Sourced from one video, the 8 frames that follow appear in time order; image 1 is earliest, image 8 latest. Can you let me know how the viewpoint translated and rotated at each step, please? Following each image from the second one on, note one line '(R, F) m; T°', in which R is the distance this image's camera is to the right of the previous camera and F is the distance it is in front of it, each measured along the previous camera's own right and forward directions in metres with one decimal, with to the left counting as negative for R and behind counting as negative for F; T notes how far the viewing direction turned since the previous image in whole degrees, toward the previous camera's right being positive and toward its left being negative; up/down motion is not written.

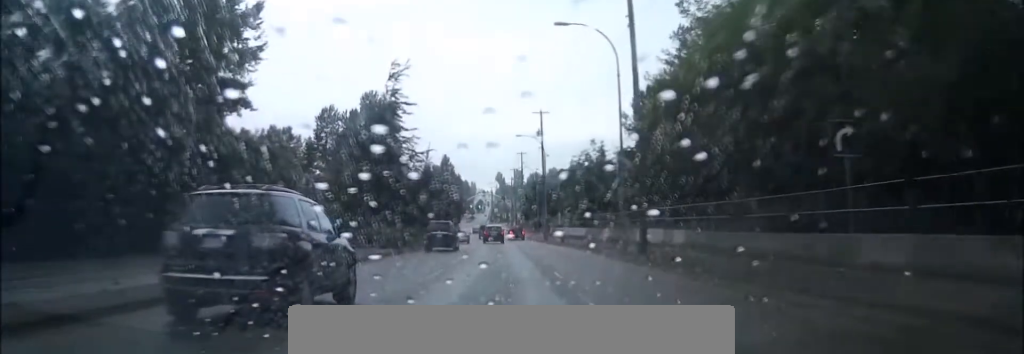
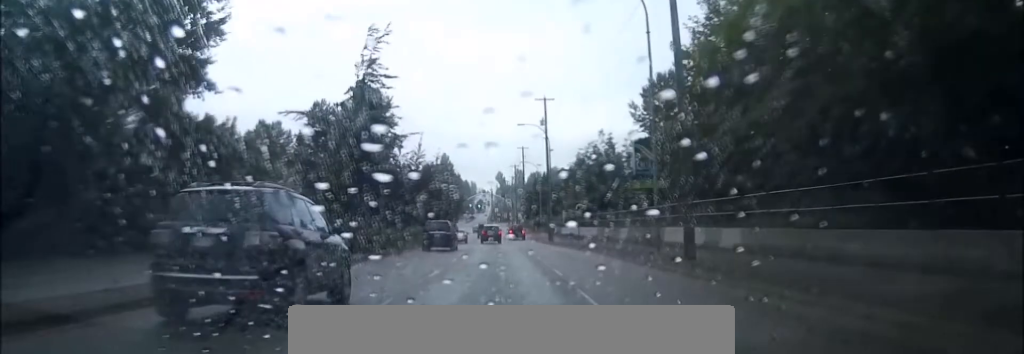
(0.0, +8.1) m; 0°
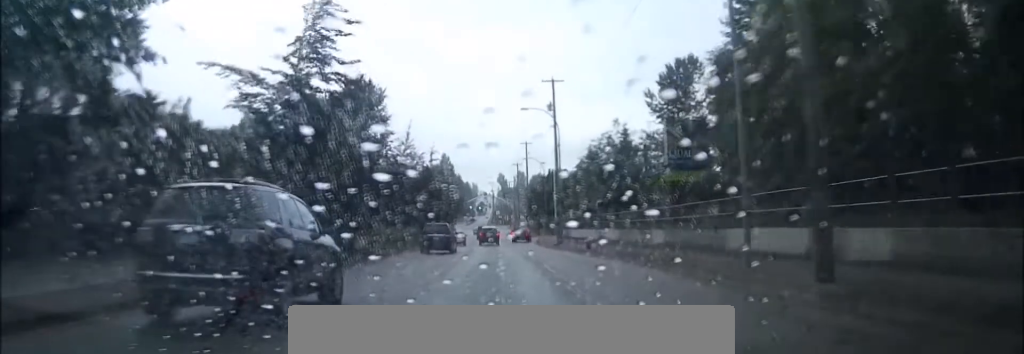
(0.0, +10.6) m; 0°
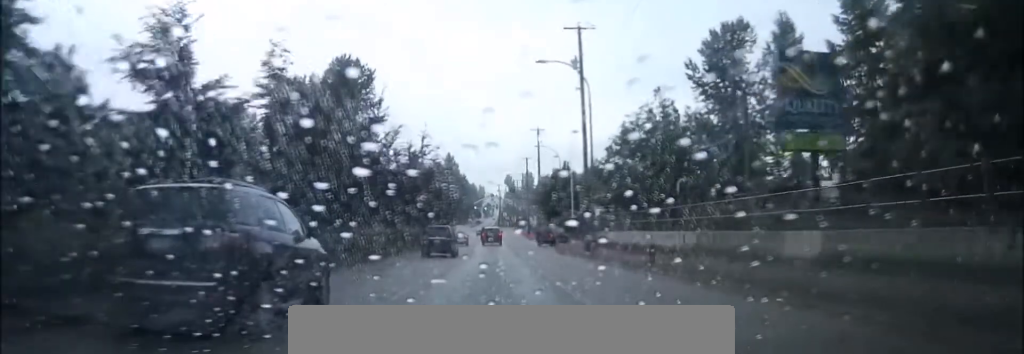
(-0.1, +18.2) m; 0°
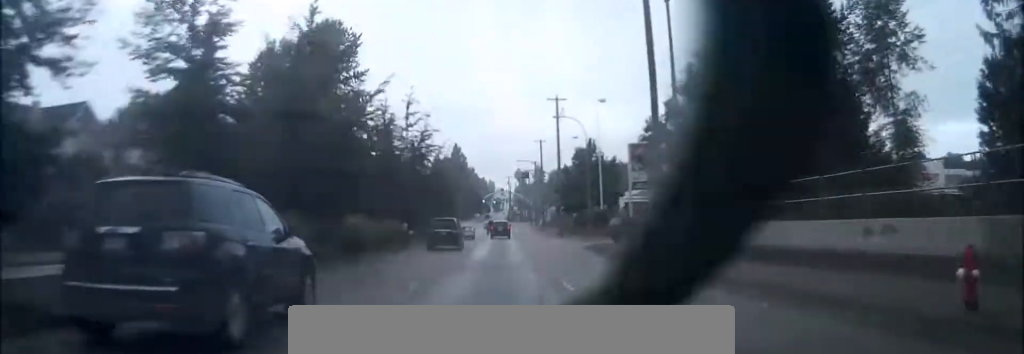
(-0.1, +19.6) m; -1°
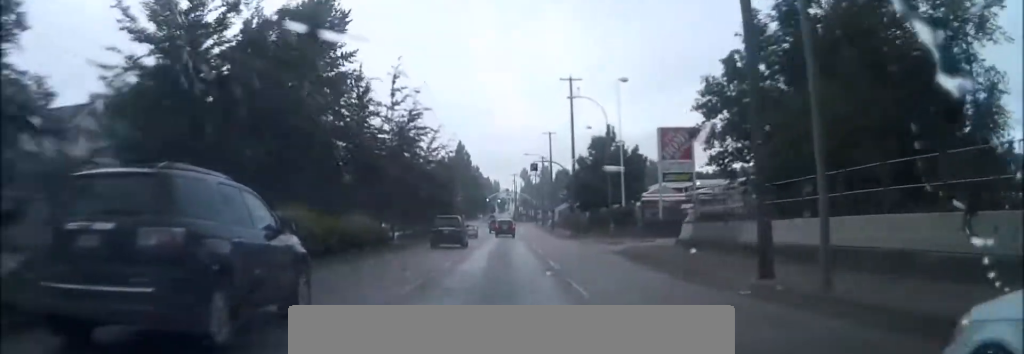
(-0.1, +10.8) m; 0°
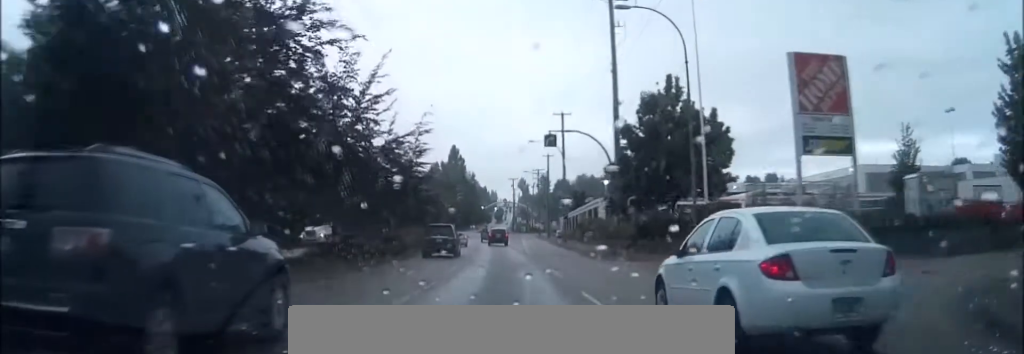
(+0.1, +27.0) m; +1°
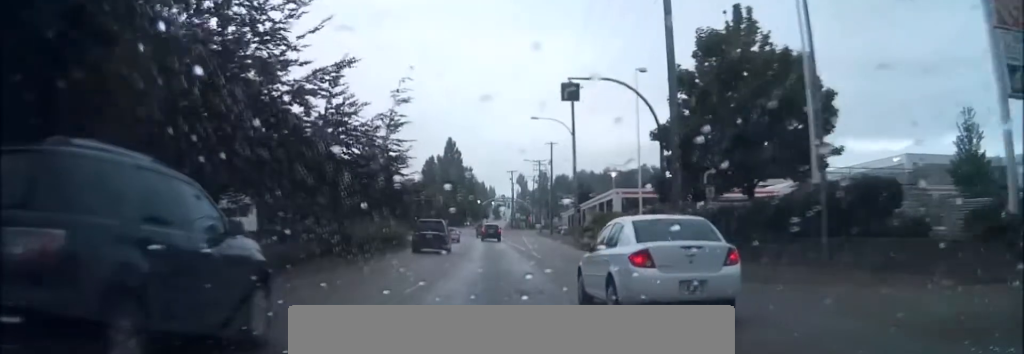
(0.0, +14.3) m; 0°
